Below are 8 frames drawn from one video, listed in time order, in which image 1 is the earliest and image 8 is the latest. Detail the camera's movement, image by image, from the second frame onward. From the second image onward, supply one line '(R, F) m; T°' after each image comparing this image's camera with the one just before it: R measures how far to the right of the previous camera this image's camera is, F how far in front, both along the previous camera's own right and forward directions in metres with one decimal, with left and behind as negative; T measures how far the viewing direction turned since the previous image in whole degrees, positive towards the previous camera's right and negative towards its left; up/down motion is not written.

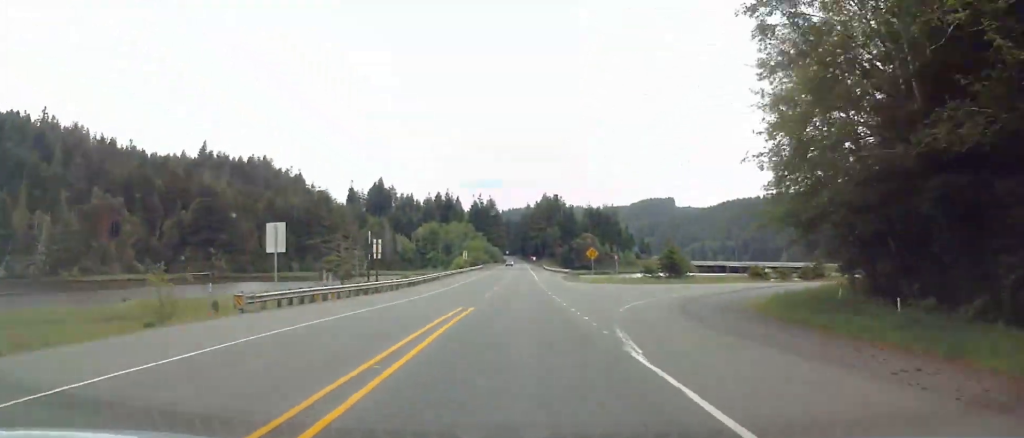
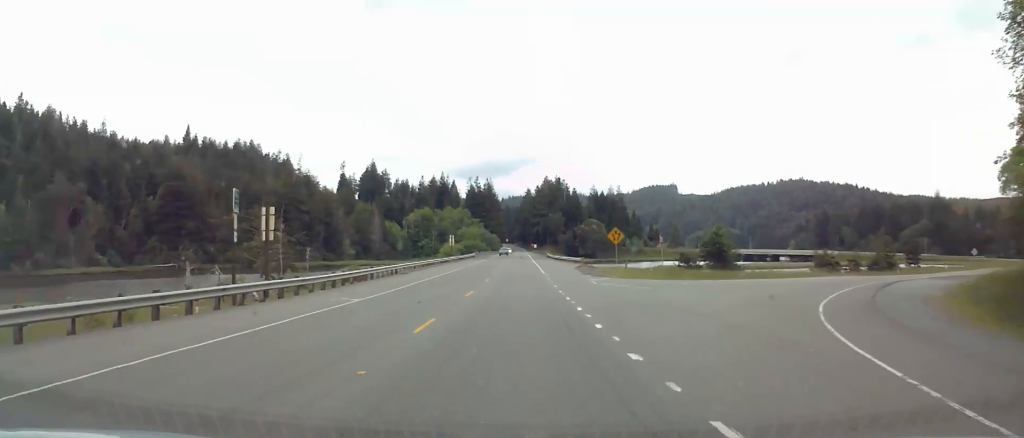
(-0.1, +22.8) m; 0°
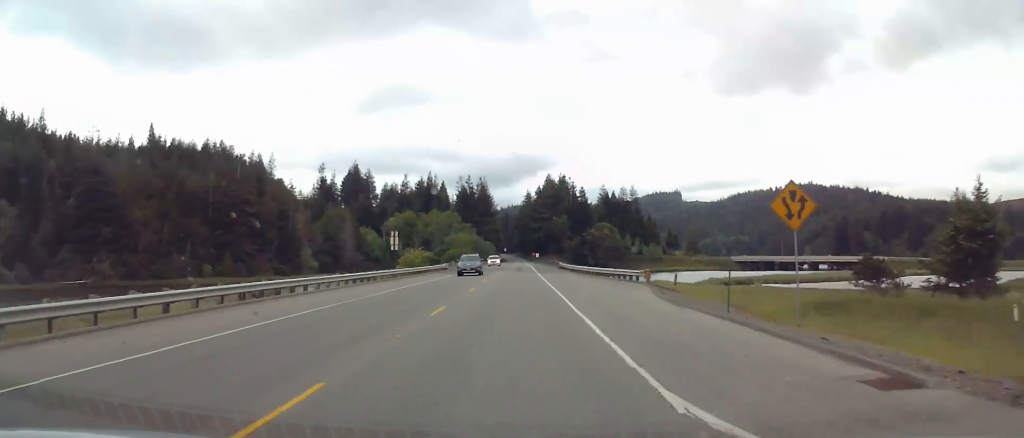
(+0.3, +44.2) m; +1°
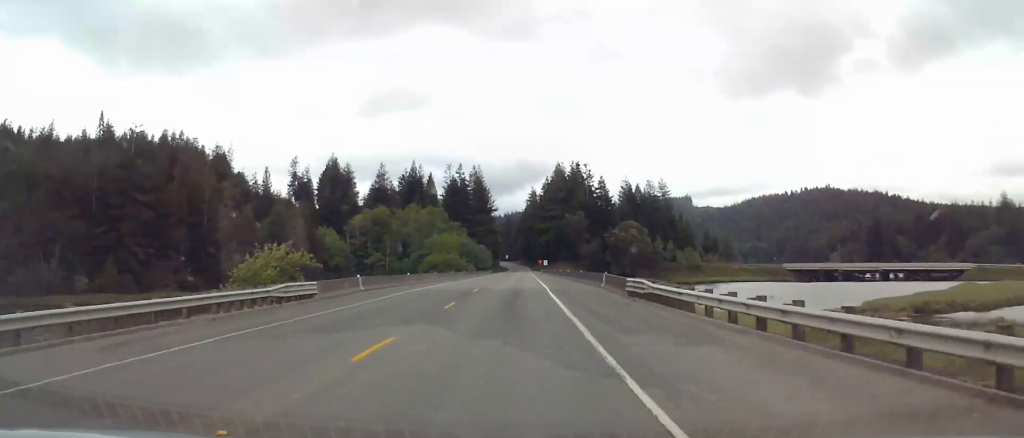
(+0.3, +55.4) m; 0°
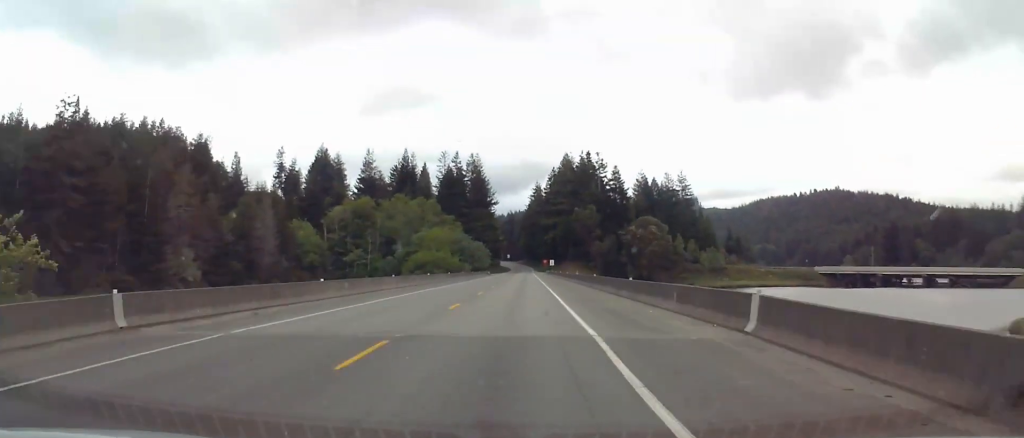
(0.0, +24.1) m; 0°
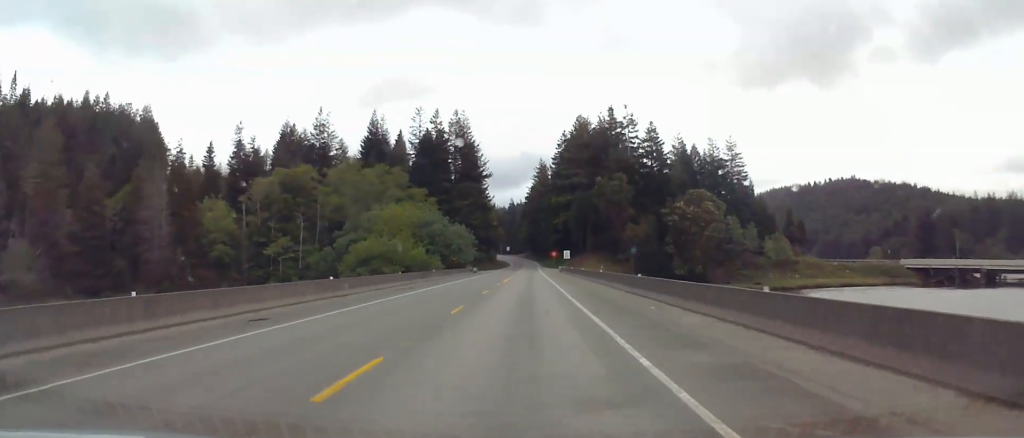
(0.0, +51.0) m; 0°
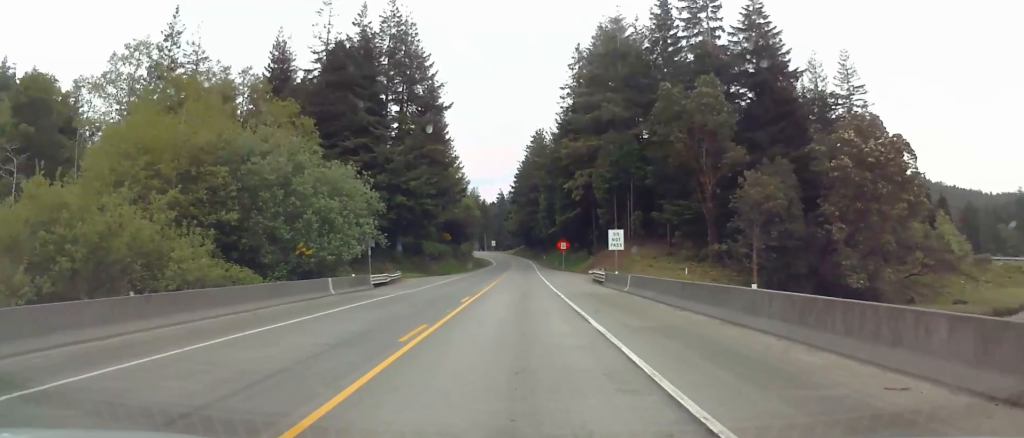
(0.0, +68.2) m; 0°
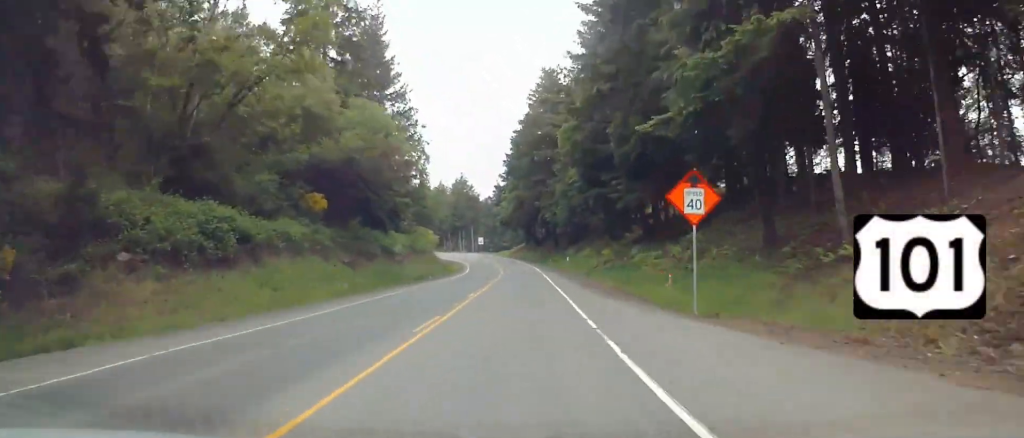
(-0.7, +71.7) m; -1°
